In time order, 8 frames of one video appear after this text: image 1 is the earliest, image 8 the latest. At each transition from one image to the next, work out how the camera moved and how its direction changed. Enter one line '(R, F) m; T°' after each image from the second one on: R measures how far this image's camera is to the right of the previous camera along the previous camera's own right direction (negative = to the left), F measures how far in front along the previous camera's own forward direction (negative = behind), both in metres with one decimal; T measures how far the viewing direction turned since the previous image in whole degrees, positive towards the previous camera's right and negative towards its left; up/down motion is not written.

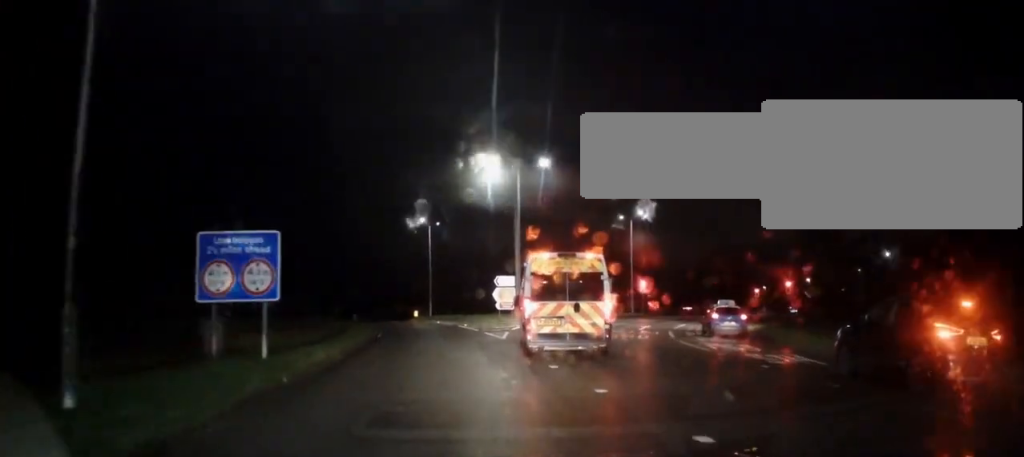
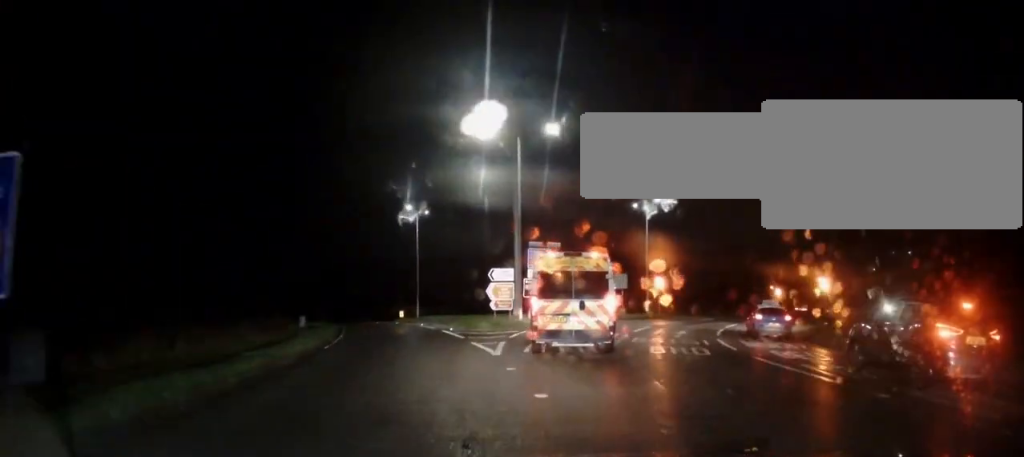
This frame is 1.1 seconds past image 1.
(-0.1, +7.5) m; 0°
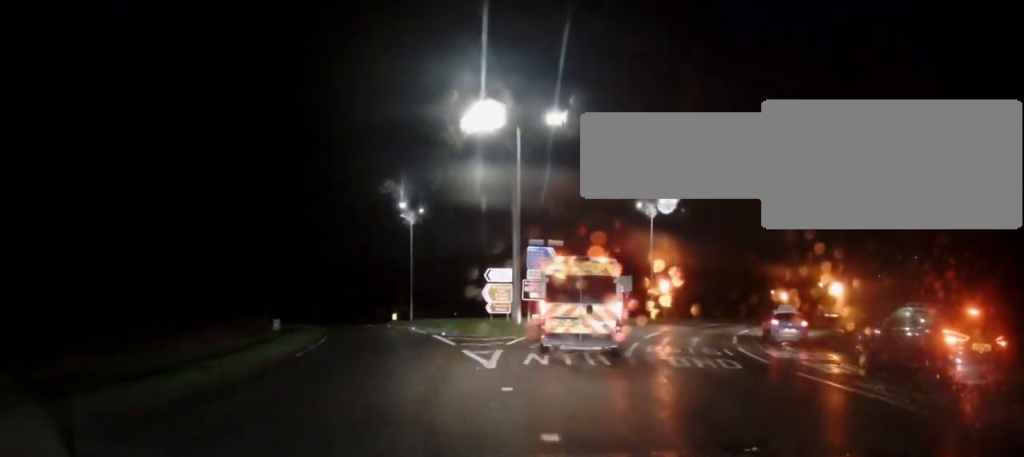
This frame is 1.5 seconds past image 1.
(-0.1, +2.7) m; +1°
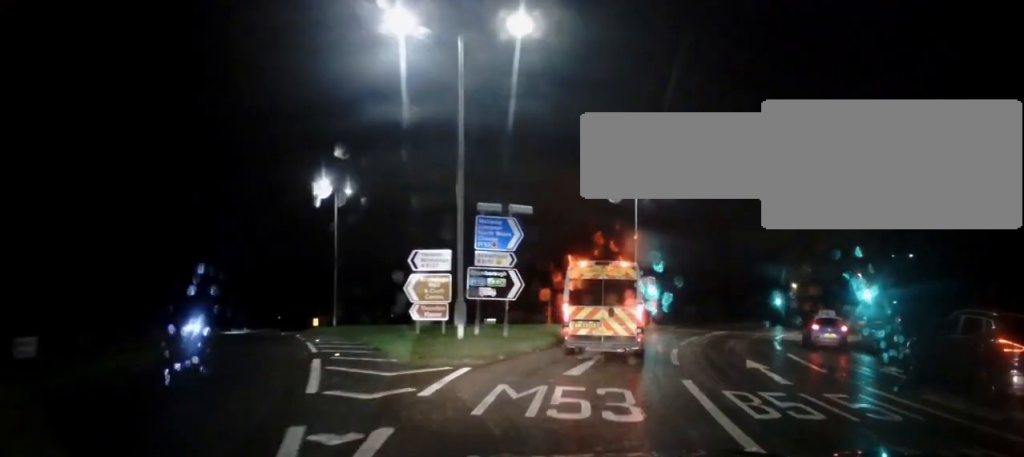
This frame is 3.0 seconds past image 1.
(+1.0, +10.7) m; +9°
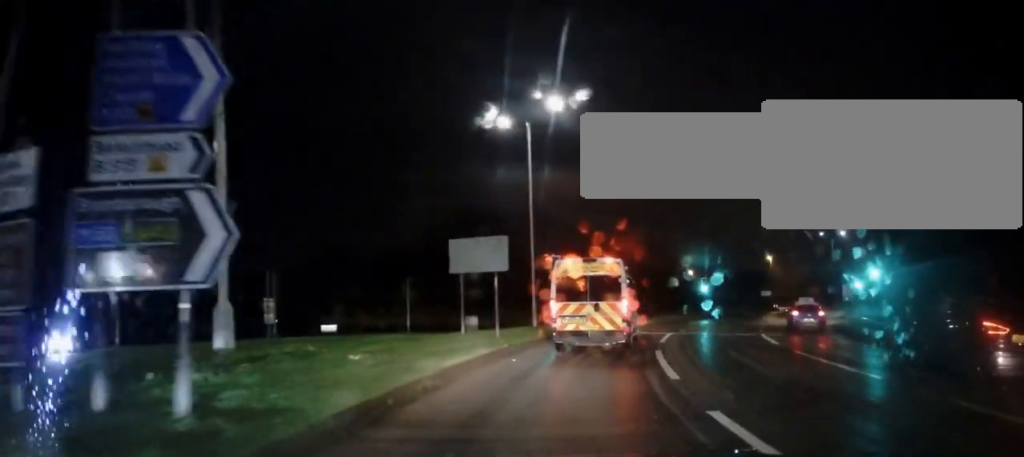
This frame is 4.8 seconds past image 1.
(+0.9, +13.9) m; +7°
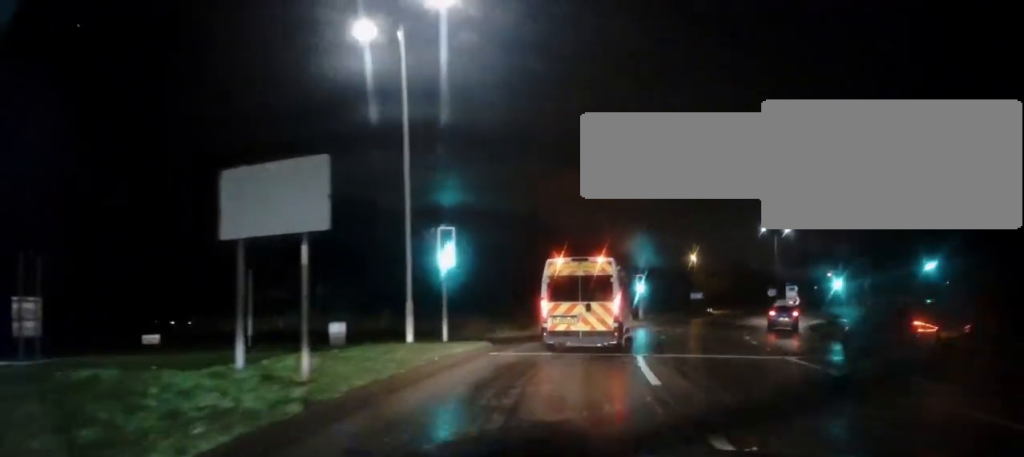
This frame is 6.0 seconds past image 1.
(+0.9, +10.8) m; +11°
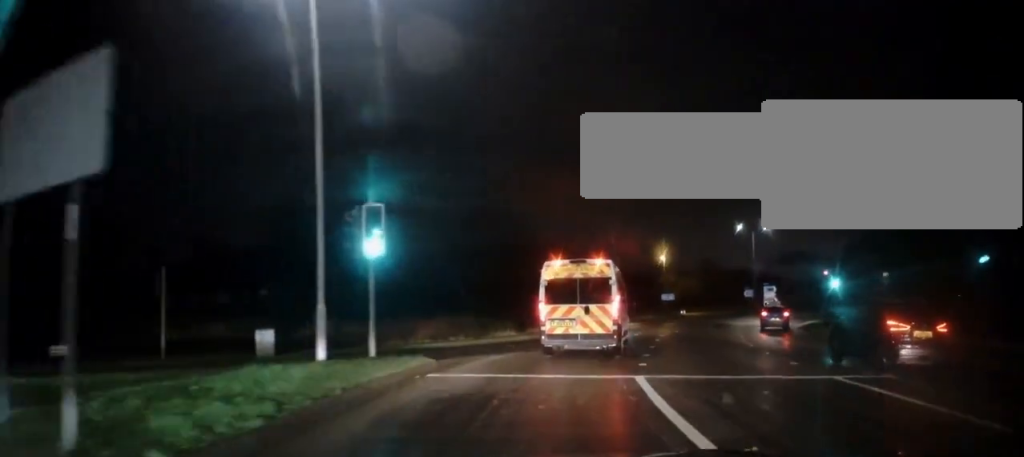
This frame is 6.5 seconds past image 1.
(+0.4, +4.5) m; +5°
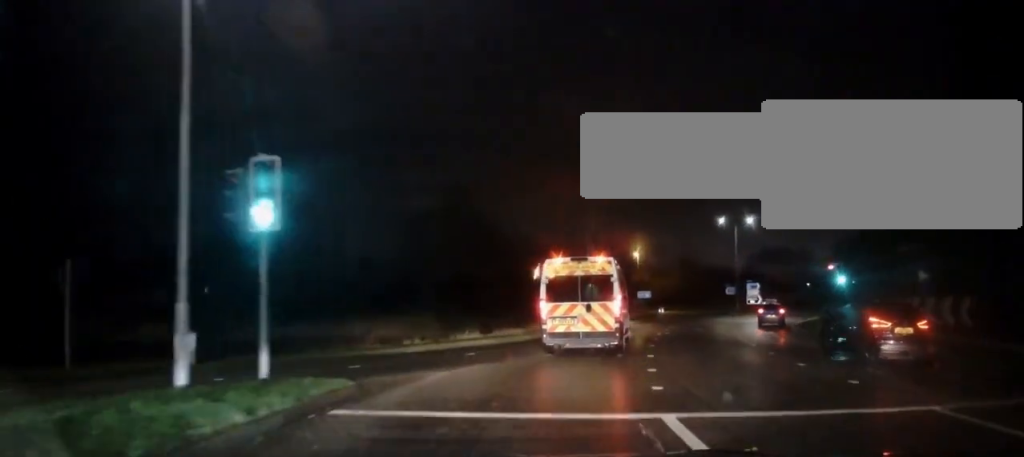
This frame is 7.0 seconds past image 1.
(+0.2, +4.3) m; +4°
